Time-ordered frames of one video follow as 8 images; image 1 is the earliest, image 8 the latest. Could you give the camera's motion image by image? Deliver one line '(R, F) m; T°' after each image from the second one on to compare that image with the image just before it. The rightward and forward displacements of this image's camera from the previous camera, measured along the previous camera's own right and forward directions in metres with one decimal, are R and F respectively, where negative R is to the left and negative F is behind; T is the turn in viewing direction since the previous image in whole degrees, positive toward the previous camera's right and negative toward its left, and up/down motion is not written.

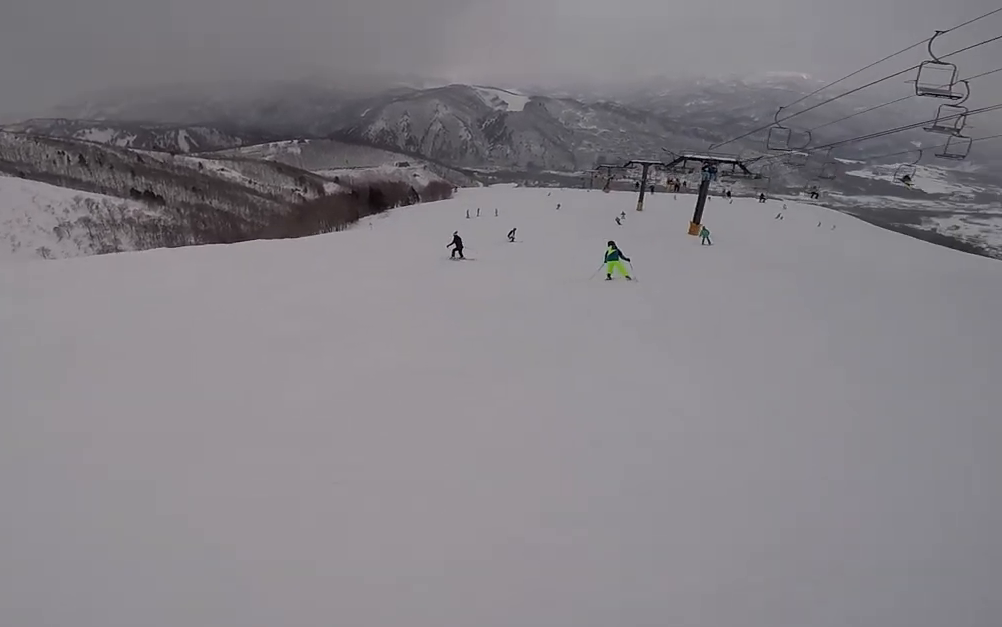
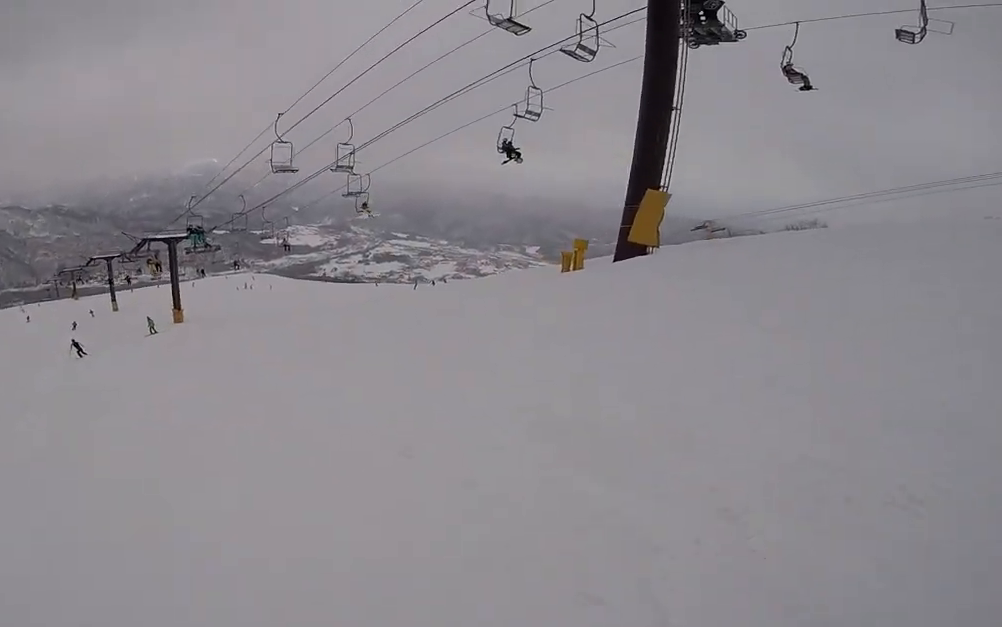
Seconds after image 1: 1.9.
(+4.3, +6.5) m; +50°
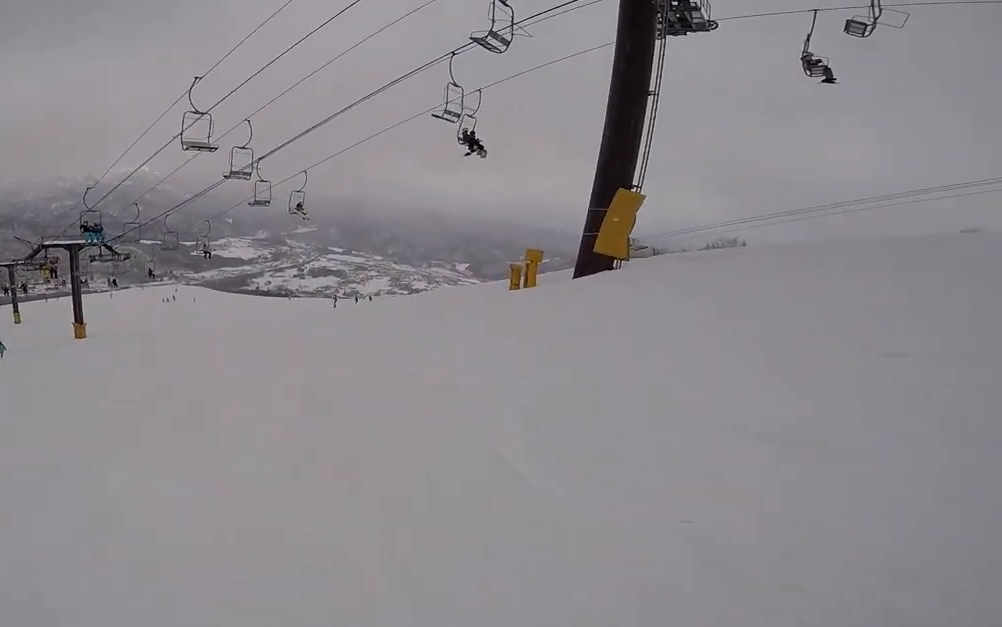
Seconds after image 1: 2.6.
(+0.3, +3.1) m; +4°
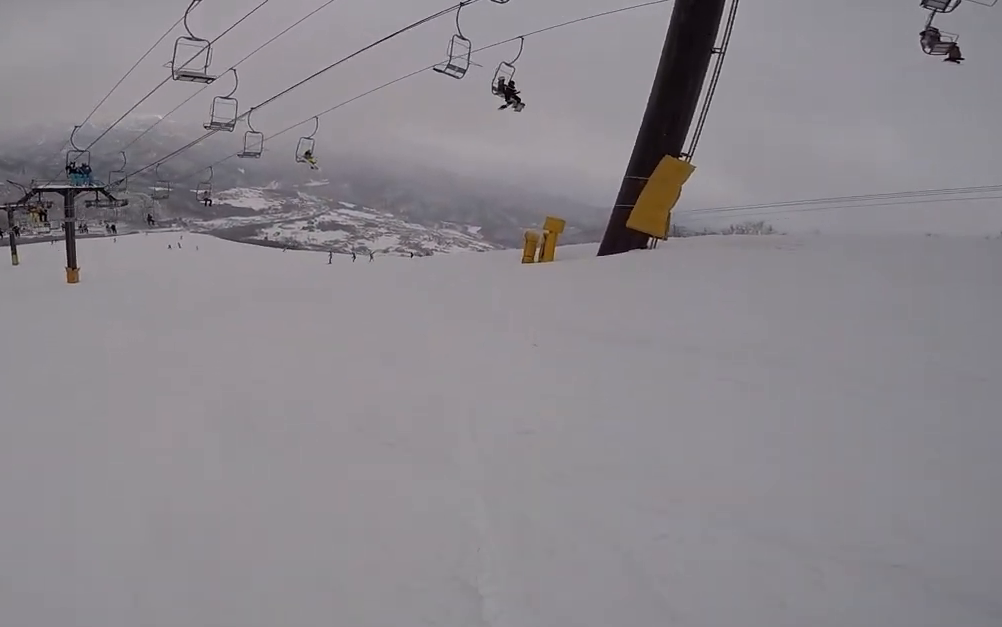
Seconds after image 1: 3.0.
(0.0, +1.7) m; -4°
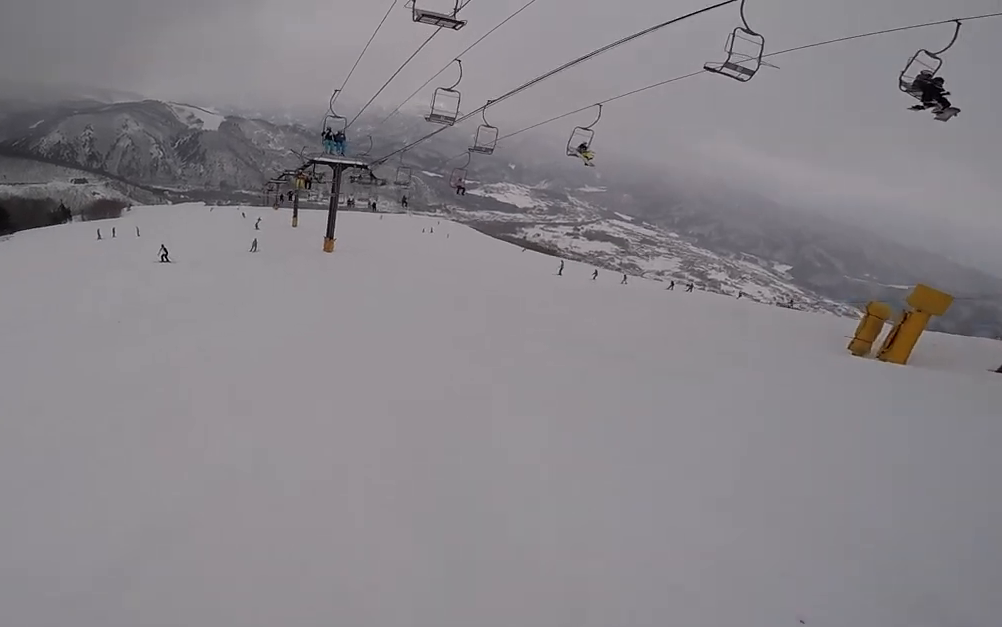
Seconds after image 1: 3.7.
(+0.3, +3.1) m; -20°
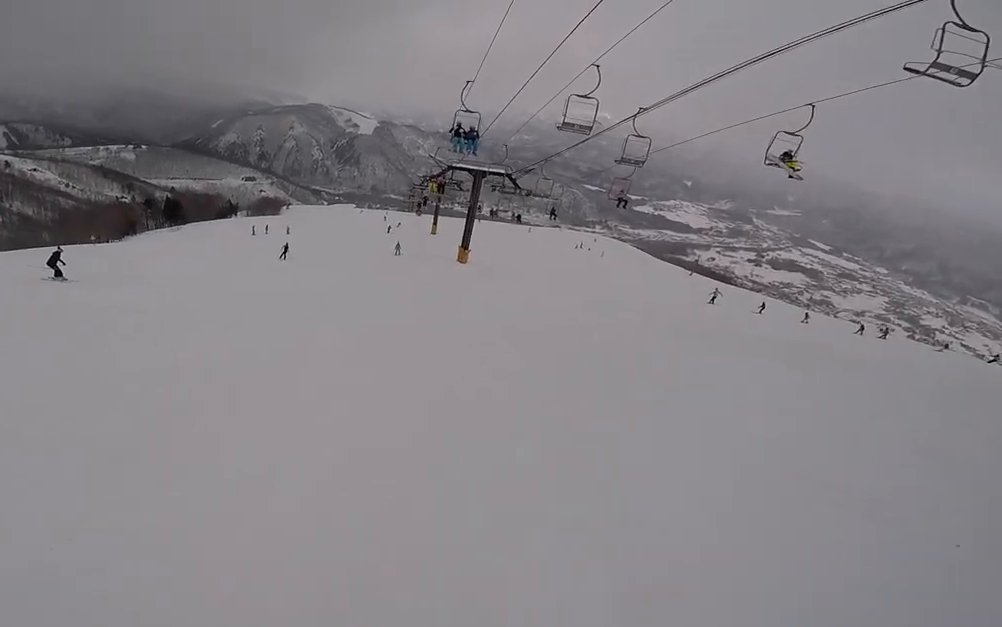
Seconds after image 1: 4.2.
(-0.7, +1.1) m; -24°
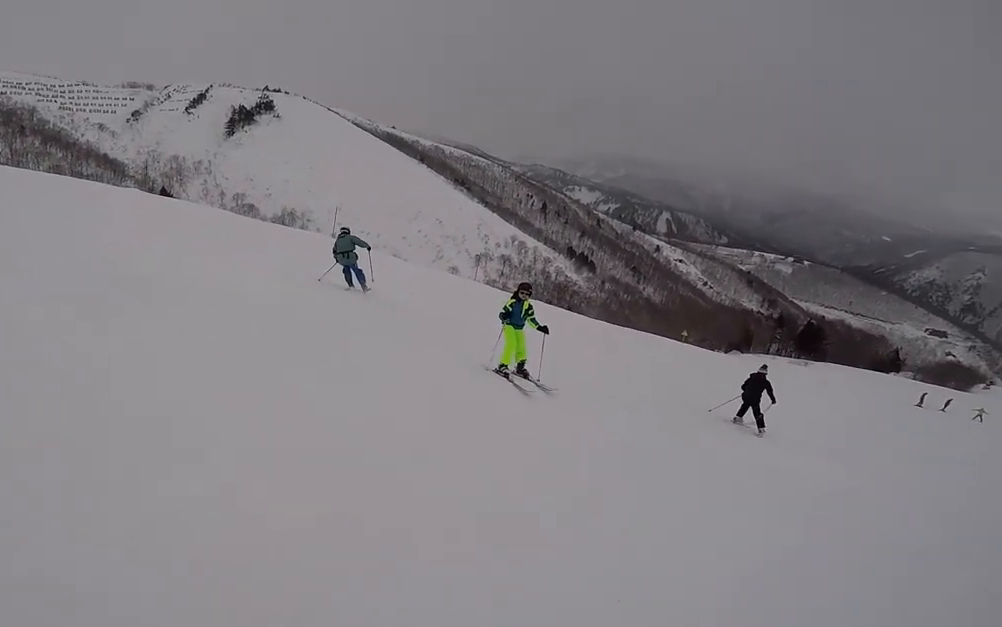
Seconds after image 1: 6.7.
(-5.0, +6.4) m; -61°
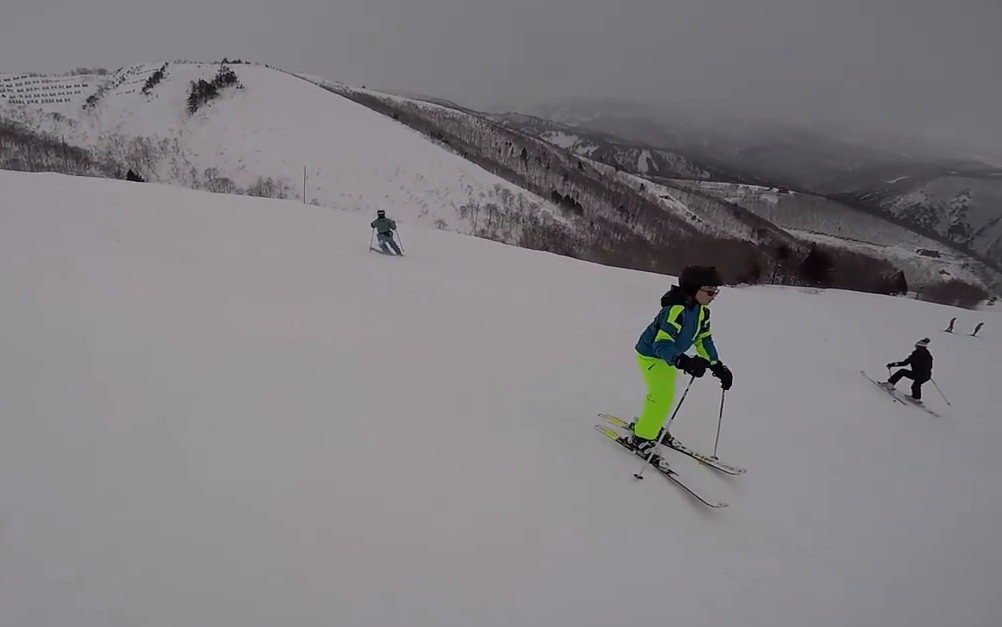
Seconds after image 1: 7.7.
(-0.9, +3.4) m; +3°
